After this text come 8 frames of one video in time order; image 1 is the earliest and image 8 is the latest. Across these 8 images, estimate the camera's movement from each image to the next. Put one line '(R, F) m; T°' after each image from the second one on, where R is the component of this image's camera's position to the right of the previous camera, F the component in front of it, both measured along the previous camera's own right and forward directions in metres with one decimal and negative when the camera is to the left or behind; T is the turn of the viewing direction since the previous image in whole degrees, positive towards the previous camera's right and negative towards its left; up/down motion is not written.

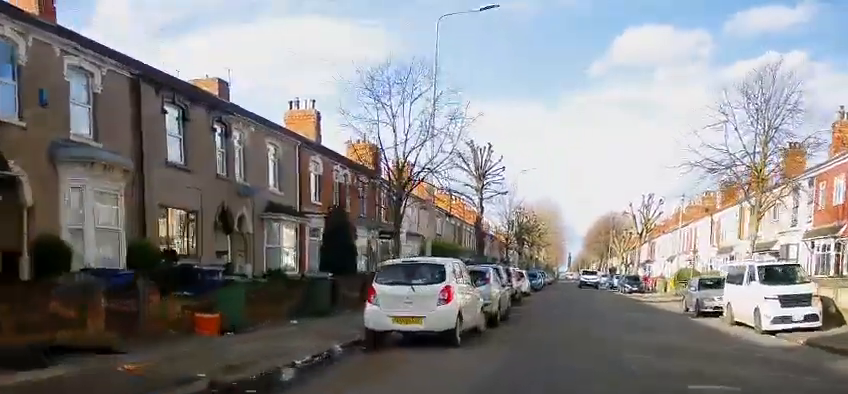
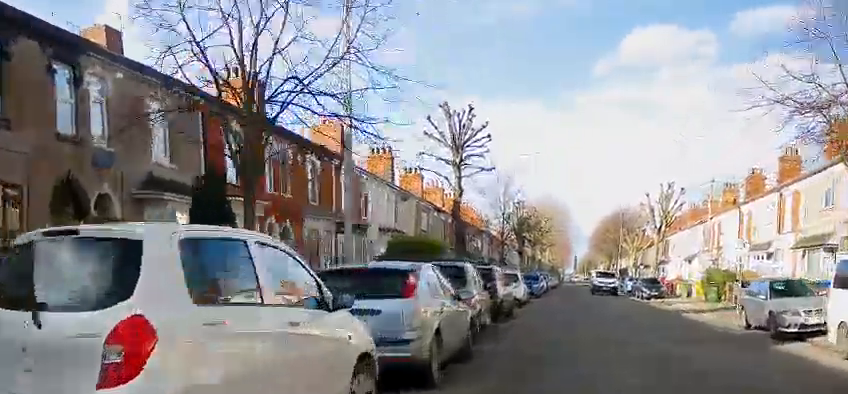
(0.0, +8.6) m; 0°
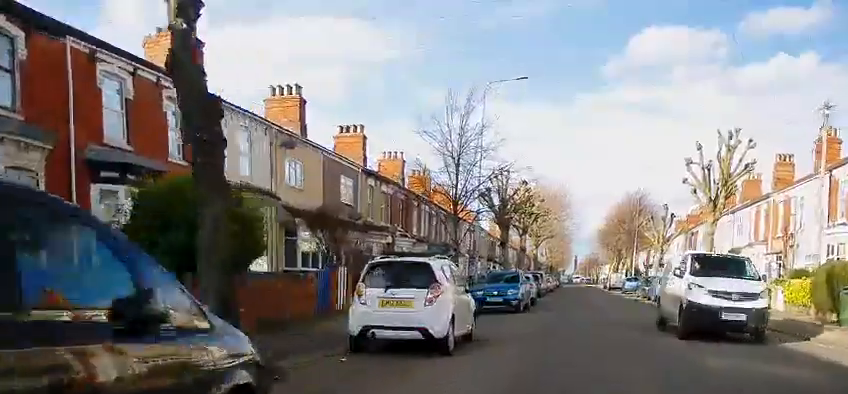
(0.0, +19.1) m; 0°
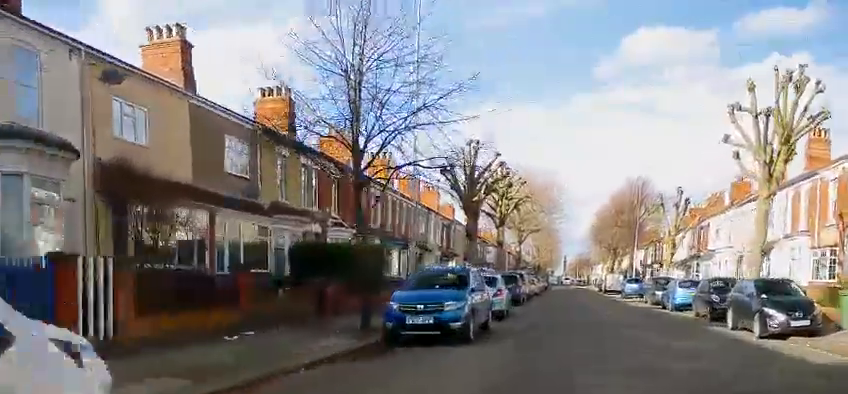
(0.0, +10.7) m; 0°
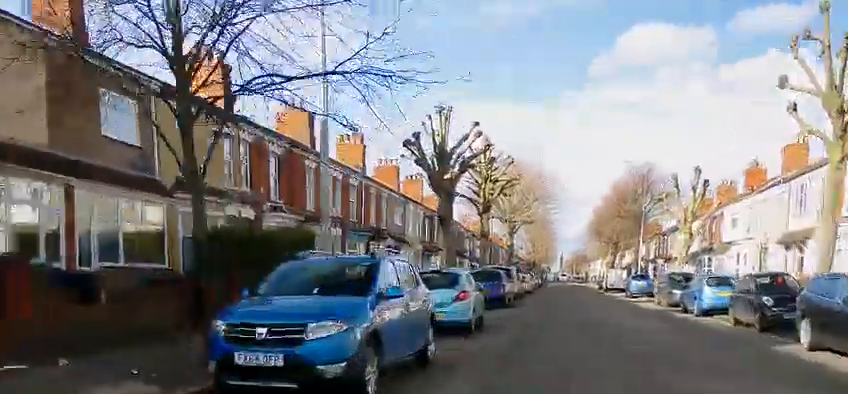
(0.0, +6.7) m; 0°
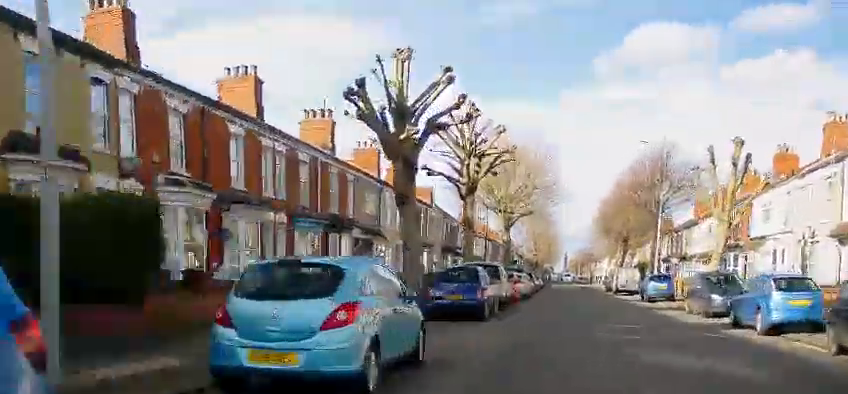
(0.0, +7.6) m; 0°
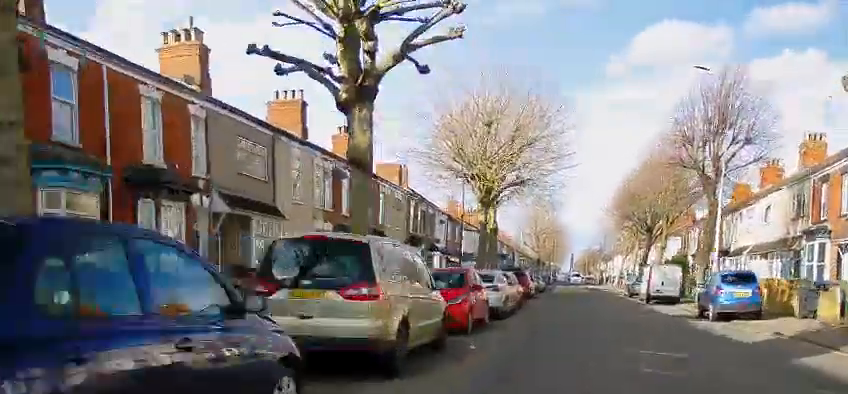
(0.0, +16.2) m; 0°
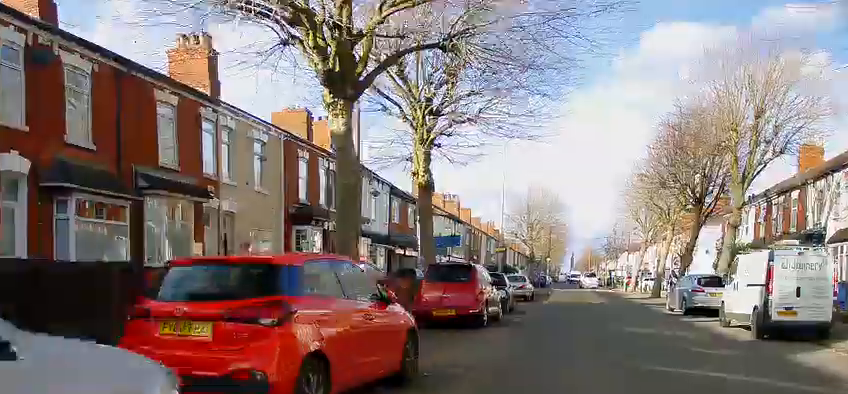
(0.0, +19.8) m; 0°
